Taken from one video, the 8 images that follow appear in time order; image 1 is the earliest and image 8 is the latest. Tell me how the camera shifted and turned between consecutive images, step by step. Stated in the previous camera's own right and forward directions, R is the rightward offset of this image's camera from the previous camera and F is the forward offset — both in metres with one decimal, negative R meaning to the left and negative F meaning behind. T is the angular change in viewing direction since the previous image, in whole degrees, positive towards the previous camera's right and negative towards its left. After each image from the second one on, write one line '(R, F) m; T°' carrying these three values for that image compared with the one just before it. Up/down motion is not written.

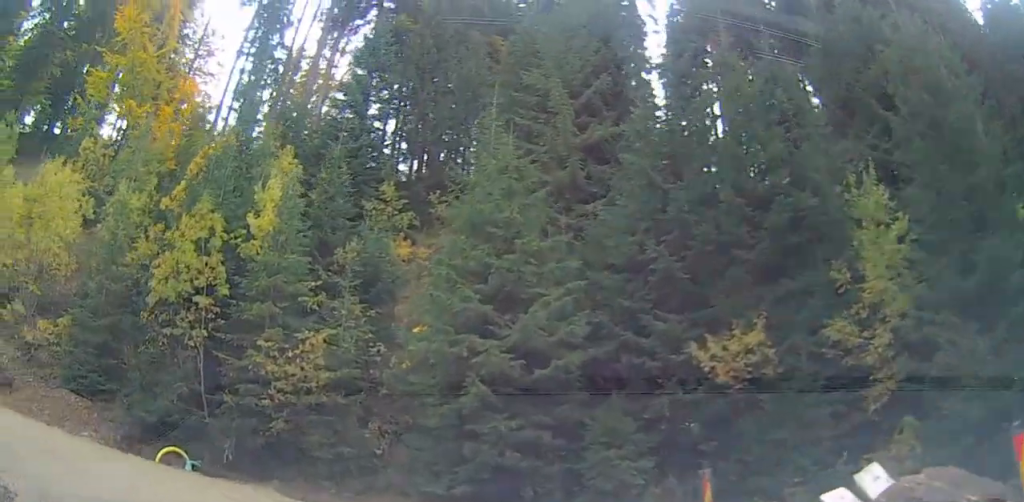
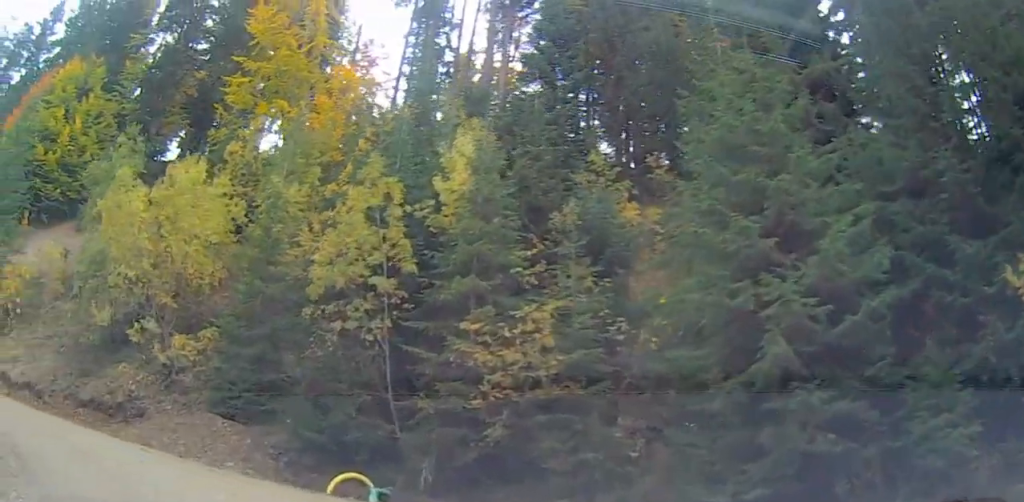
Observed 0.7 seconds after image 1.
(-0.6, +4.3) m; -14°
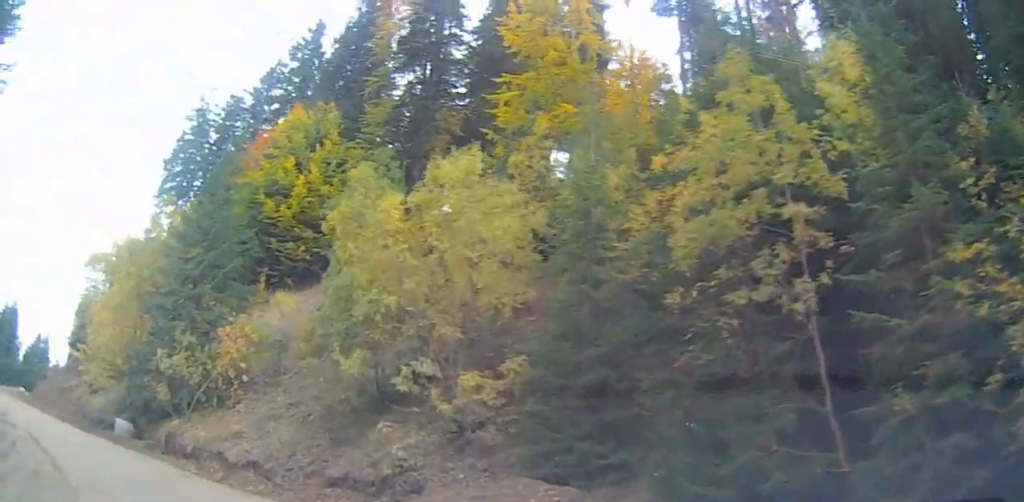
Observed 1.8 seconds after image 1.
(-1.3, +6.8) m; -27°
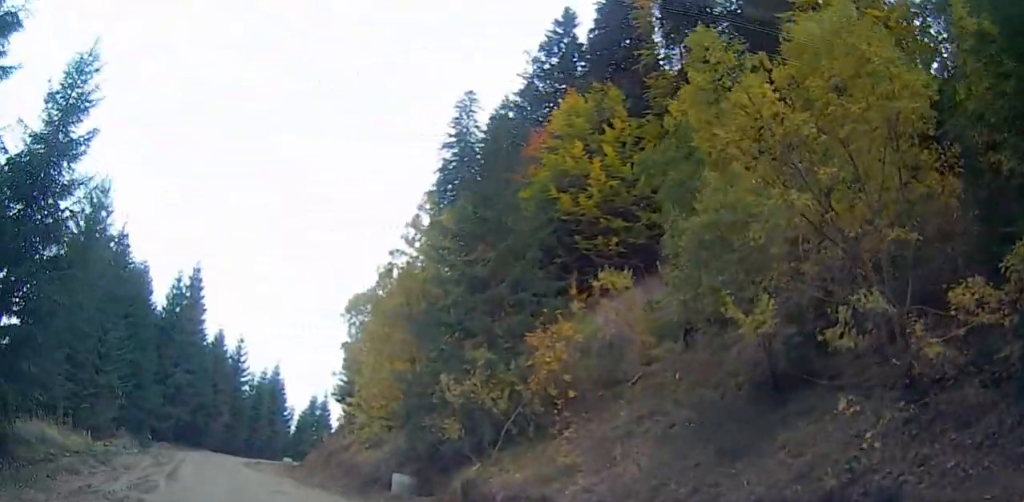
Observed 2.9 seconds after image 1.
(-2.0, +7.4) m; -26°
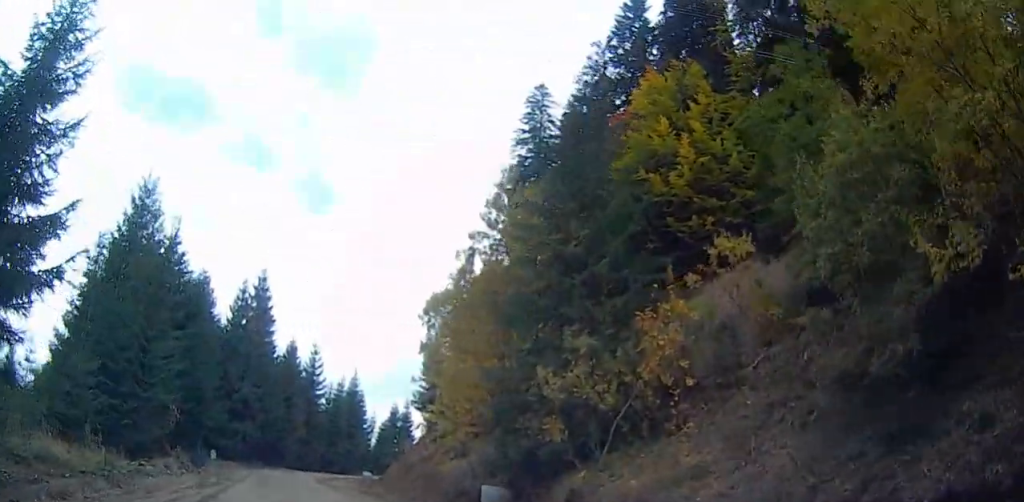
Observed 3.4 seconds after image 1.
(-0.3, +3.0) m; -8°
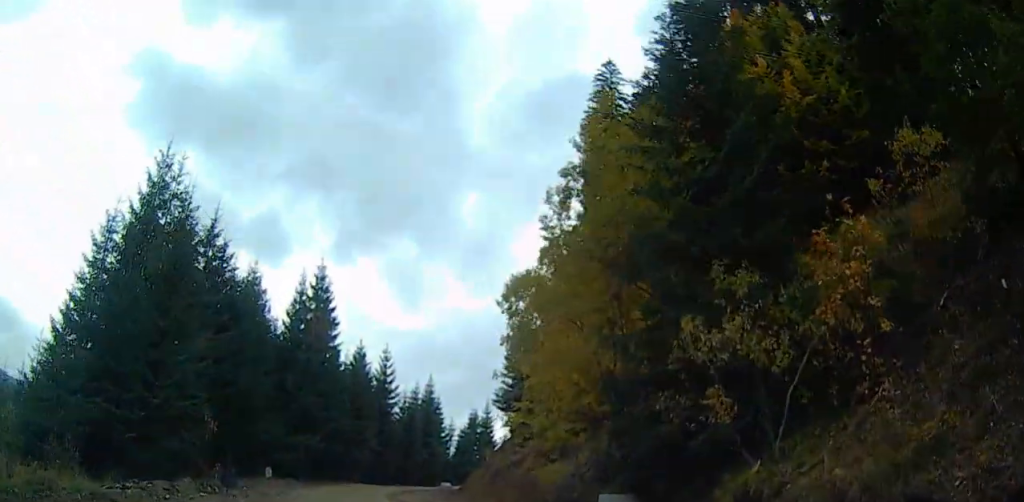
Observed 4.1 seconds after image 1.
(-0.4, +5.1) m; -13°
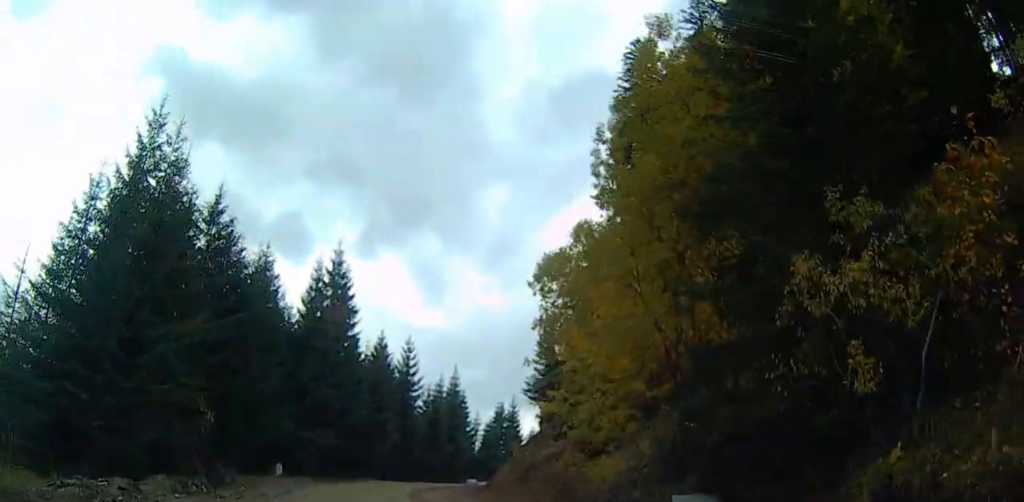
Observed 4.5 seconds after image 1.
(-0.4, +3.3) m; -4°
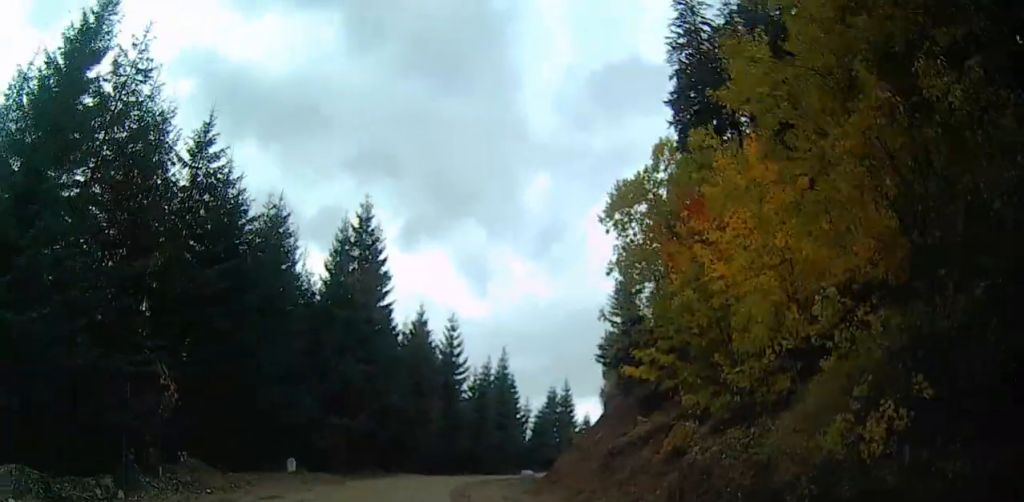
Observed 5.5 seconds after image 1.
(-0.6, +7.7) m; -7°
